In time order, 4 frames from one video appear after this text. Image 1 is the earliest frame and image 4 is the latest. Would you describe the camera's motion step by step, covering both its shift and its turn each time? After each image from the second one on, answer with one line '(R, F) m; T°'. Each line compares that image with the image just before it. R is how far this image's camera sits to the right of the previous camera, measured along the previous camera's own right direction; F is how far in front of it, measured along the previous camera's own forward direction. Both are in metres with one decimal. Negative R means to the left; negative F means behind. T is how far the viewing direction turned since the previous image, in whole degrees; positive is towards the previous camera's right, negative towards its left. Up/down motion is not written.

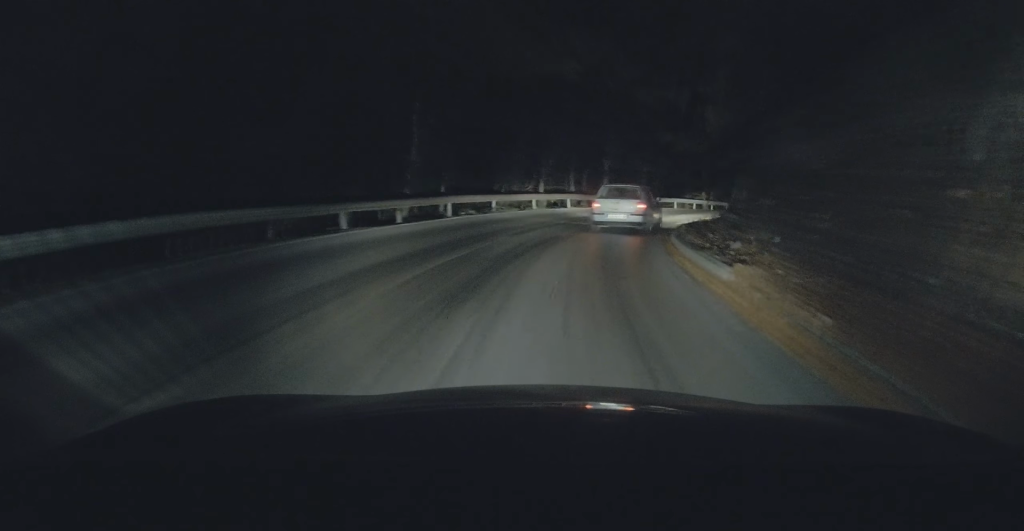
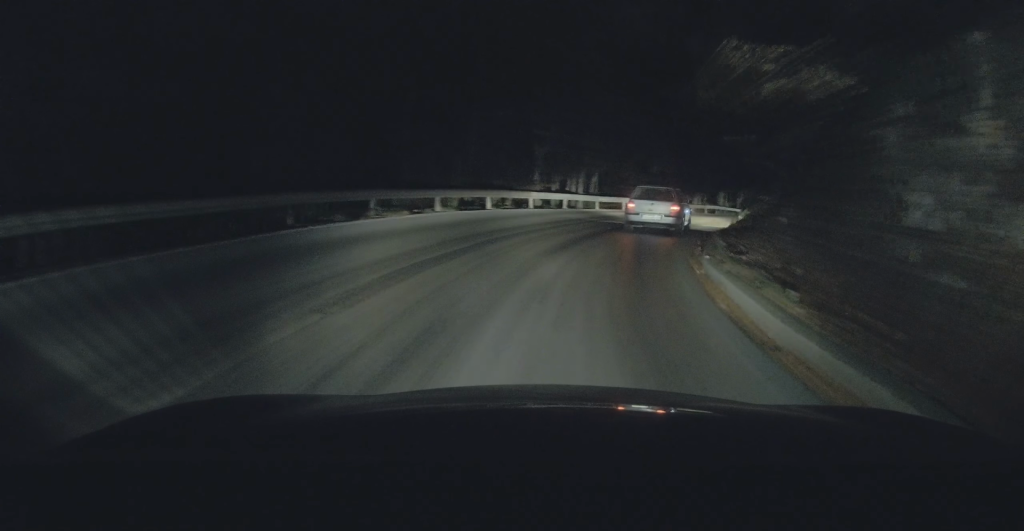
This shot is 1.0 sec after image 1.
(+0.4, +10.0) m; +5°
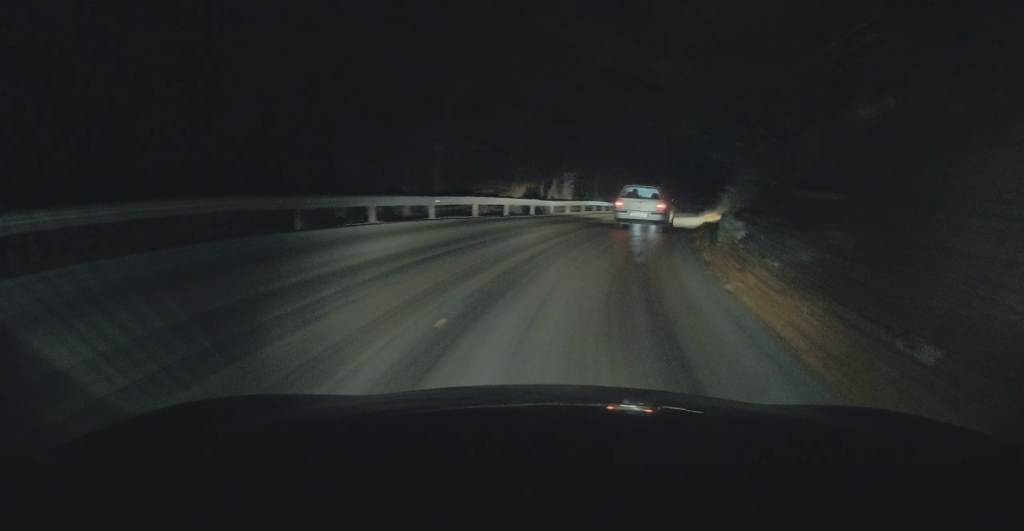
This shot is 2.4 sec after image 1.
(+0.9, +13.2) m; +12°
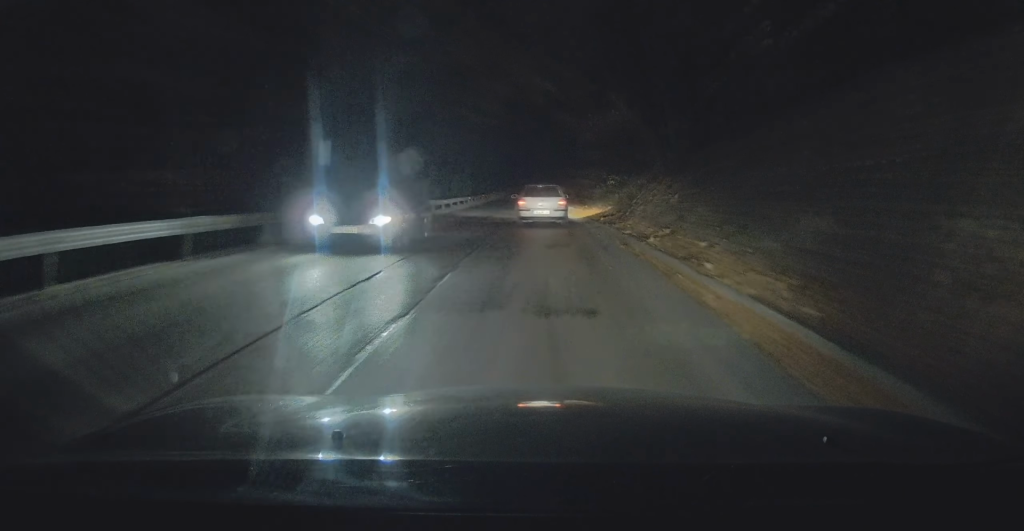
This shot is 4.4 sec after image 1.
(+3.0, +18.9) m; +15°
